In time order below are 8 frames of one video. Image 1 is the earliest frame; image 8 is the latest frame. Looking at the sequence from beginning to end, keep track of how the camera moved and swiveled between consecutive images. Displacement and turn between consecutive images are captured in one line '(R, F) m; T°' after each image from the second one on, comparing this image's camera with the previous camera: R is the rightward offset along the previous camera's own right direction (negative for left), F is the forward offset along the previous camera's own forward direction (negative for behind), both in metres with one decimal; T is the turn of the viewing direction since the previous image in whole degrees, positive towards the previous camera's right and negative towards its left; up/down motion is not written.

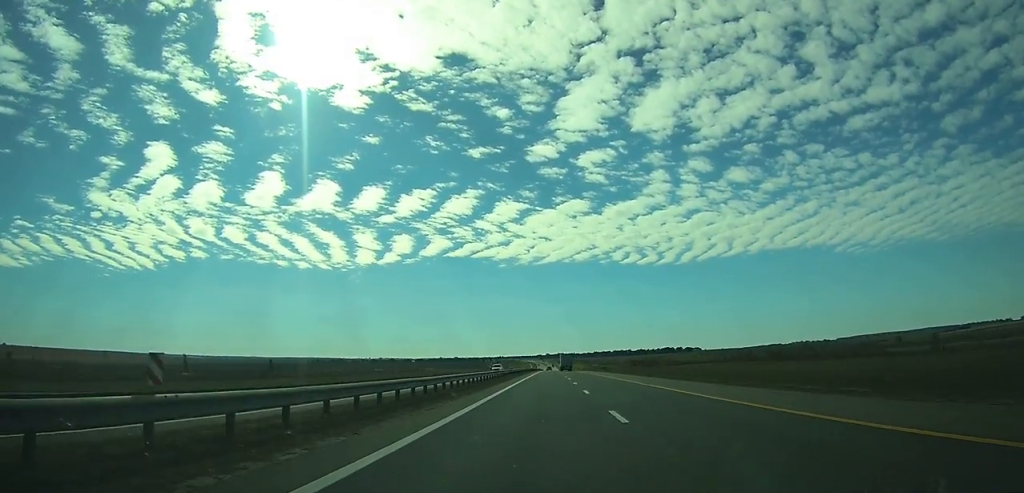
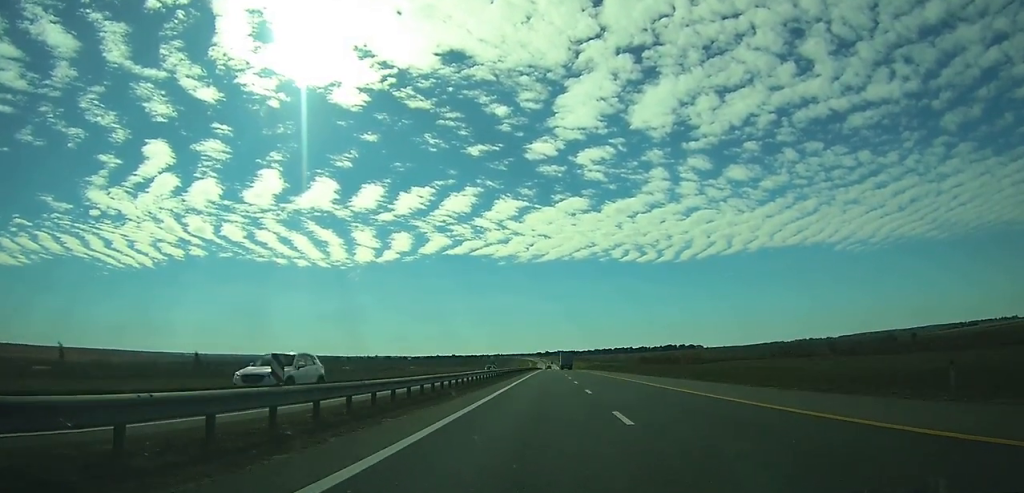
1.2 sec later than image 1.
(0.0, +36.6) m; 0°
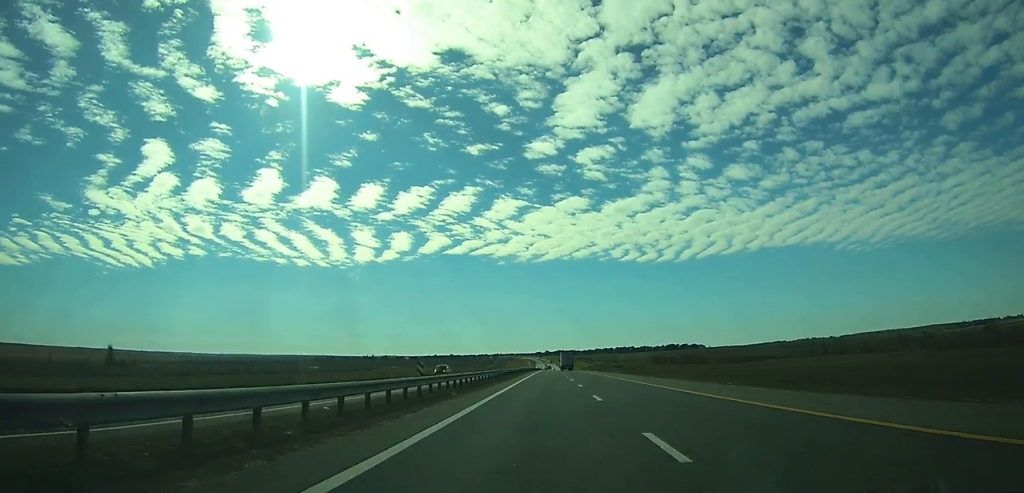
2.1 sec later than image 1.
(0.0, +28.6) m; 0°
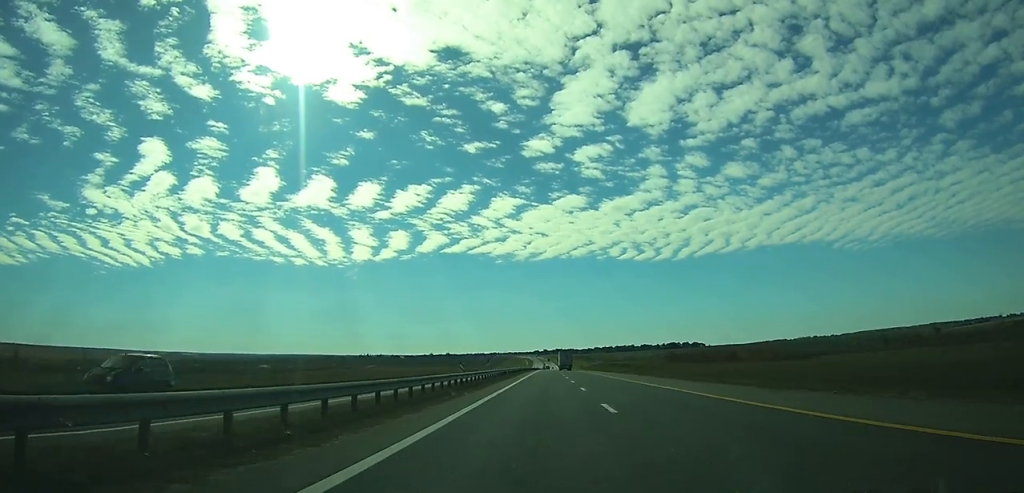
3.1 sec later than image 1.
(0.0, +28.8) m; 0°
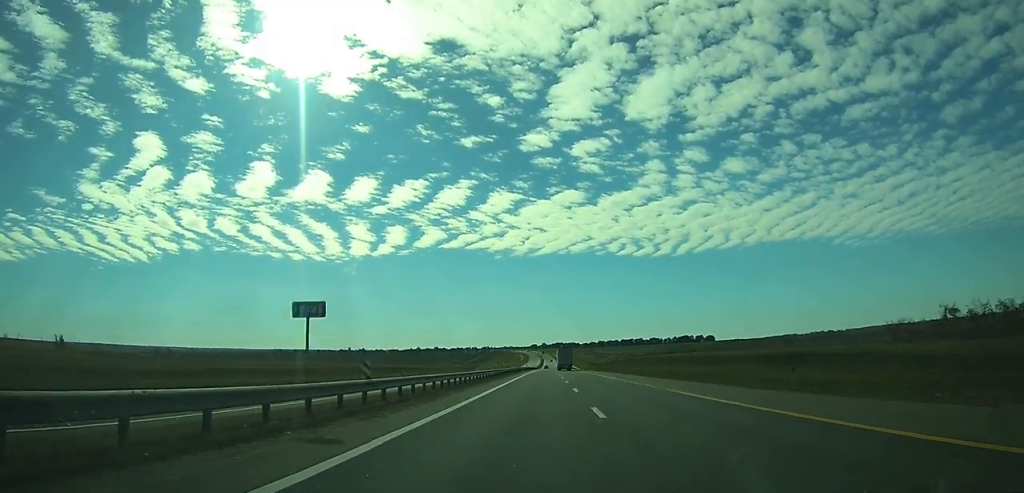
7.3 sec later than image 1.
(+0.4, +133.5) m; 0°
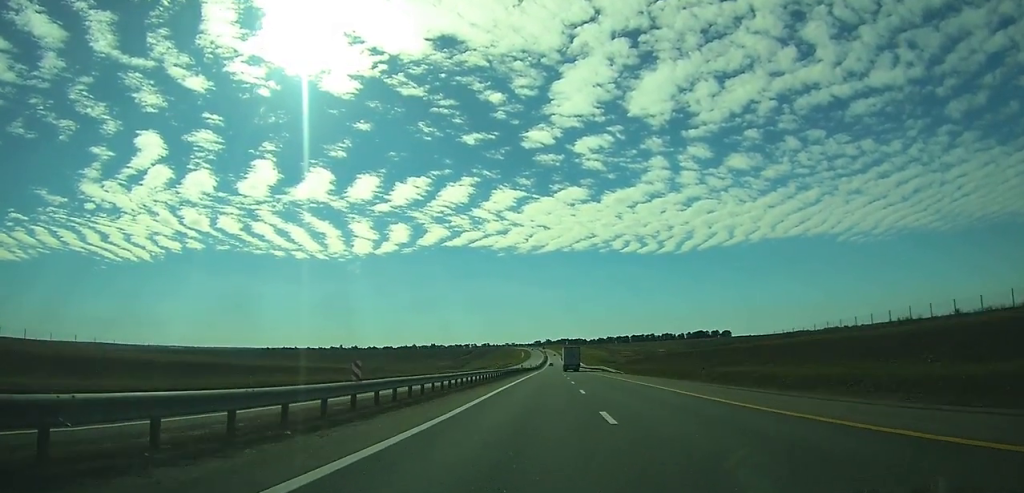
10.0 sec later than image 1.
(-0.4, +85.0) m; 0°
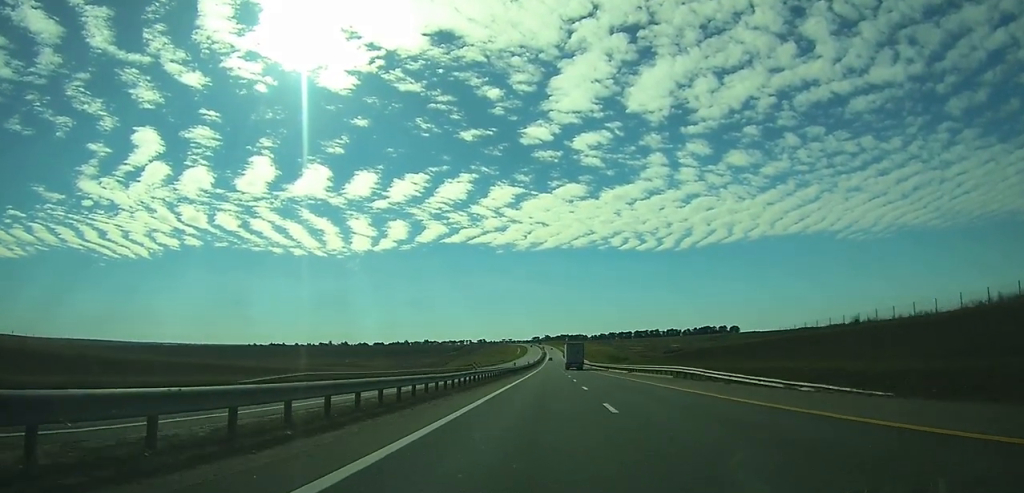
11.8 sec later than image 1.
(-0.2, +58.2) m; 0°
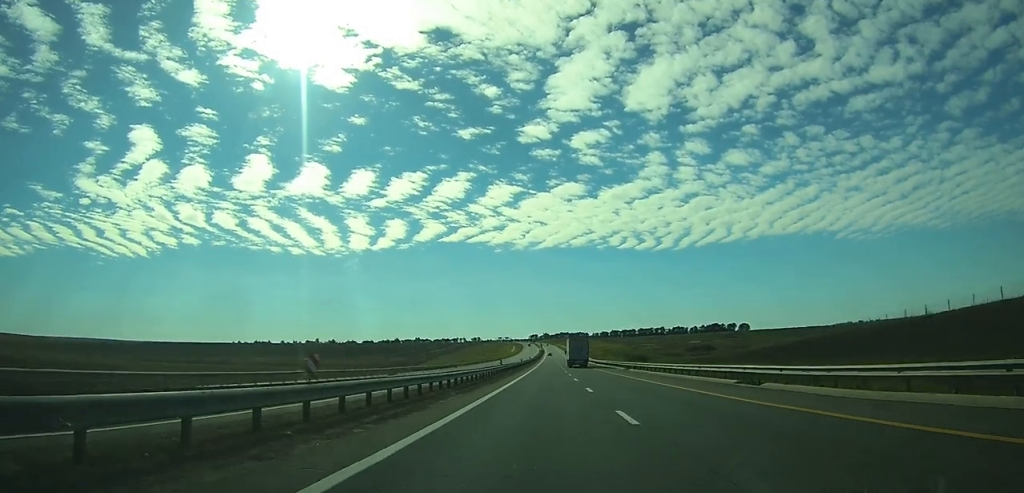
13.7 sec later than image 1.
(0.0, +63.1) m; 0°
